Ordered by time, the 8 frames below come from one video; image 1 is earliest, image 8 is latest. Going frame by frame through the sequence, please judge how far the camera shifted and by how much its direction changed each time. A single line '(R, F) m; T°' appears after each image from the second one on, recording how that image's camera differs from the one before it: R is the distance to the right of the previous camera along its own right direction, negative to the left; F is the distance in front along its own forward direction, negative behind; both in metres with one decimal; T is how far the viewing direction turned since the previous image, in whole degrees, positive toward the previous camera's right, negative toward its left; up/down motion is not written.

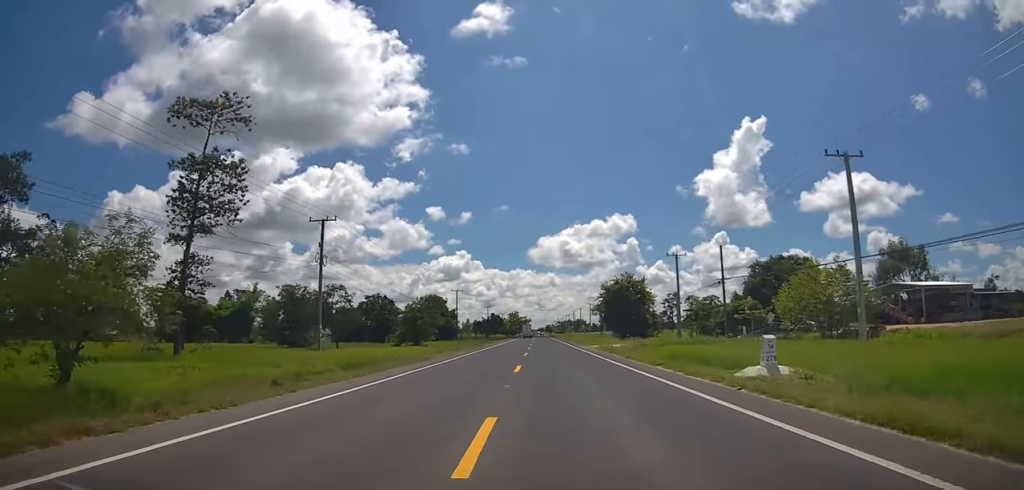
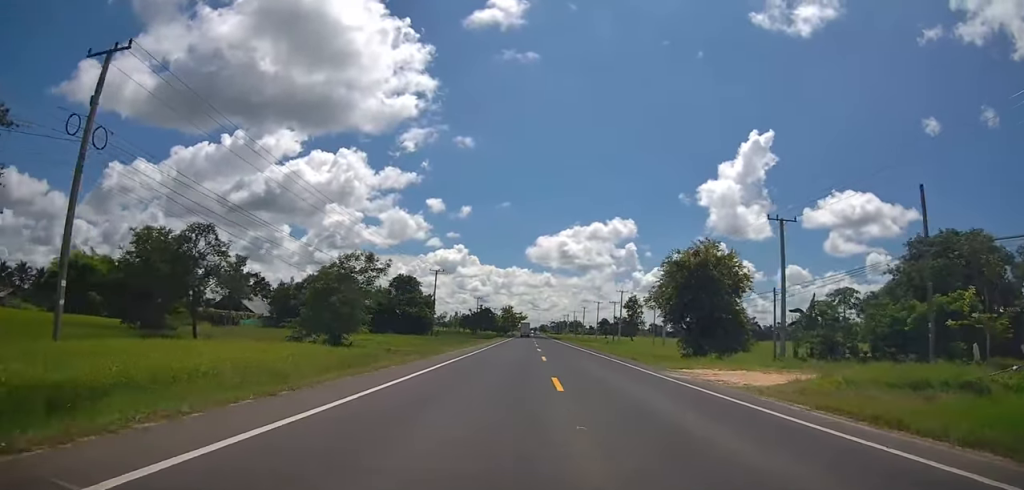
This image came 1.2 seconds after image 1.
(+0.6, +29.4) m; 0°
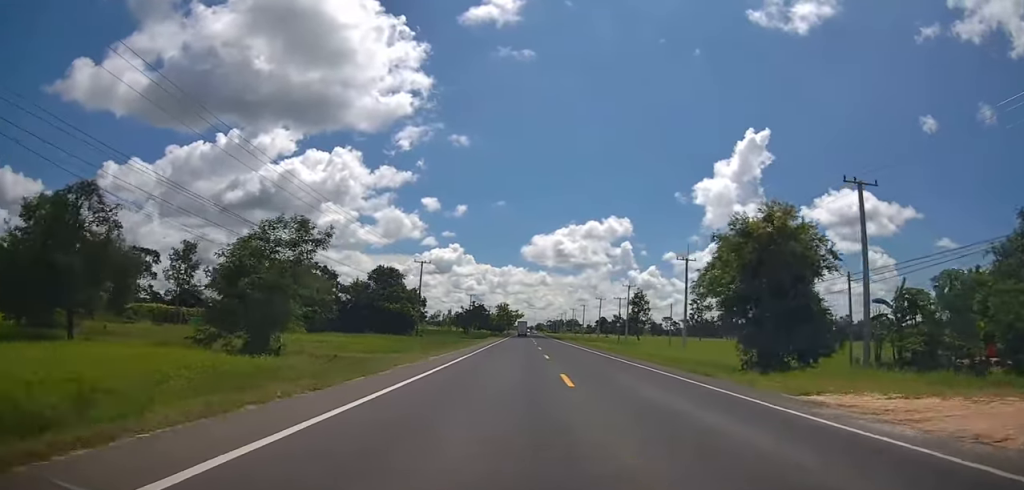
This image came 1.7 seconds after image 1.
(+0.1, +11.7) m; -1°
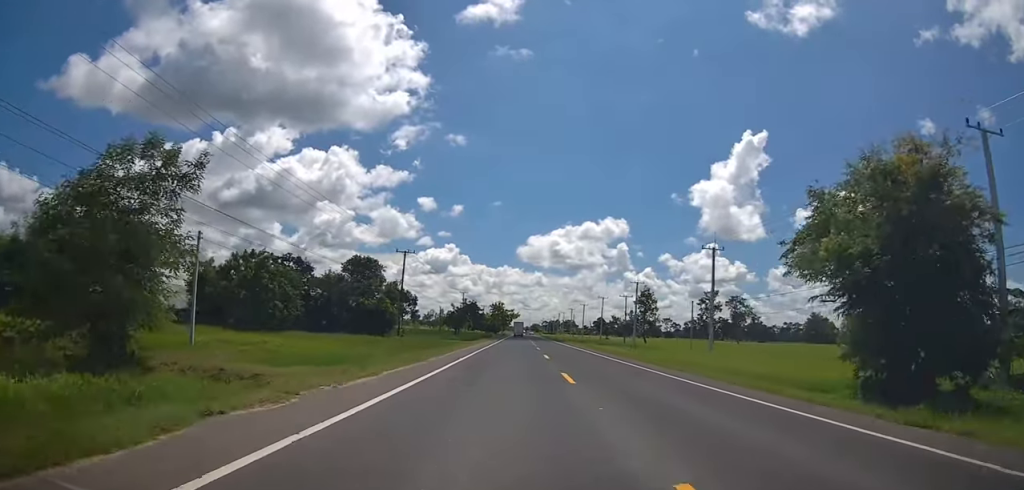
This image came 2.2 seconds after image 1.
(-0.4, +11.1) m; 0°
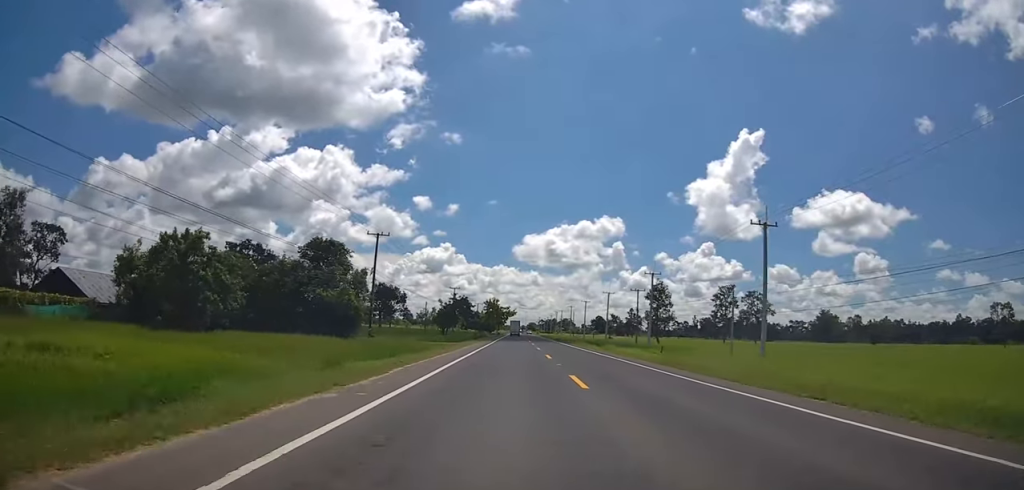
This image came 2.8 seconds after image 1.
(-0.2, +13.8) m; 0°
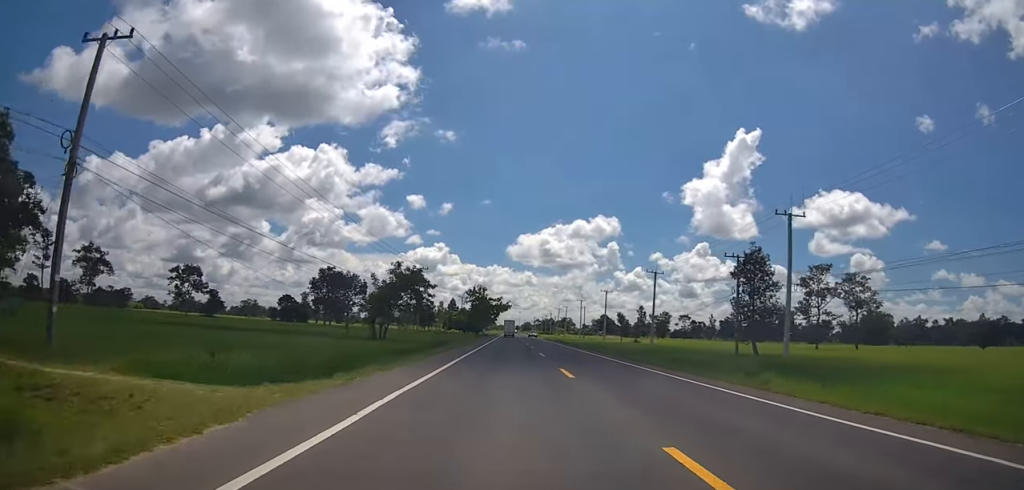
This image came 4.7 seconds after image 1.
(+1.7, +45.4) m; +4°
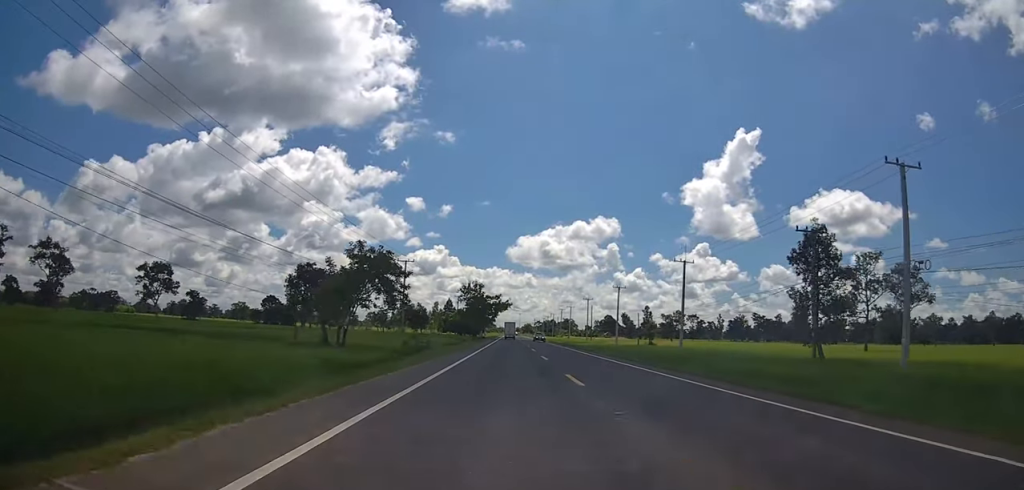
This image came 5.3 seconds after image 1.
(+0.5, +13.8) m; 0°
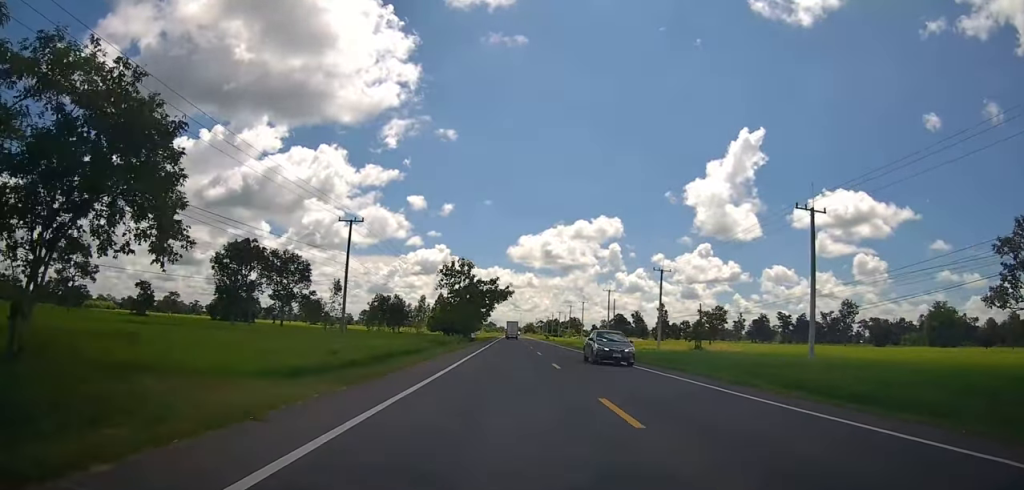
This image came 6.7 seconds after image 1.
(-0.6, +29.7) m; -2°
